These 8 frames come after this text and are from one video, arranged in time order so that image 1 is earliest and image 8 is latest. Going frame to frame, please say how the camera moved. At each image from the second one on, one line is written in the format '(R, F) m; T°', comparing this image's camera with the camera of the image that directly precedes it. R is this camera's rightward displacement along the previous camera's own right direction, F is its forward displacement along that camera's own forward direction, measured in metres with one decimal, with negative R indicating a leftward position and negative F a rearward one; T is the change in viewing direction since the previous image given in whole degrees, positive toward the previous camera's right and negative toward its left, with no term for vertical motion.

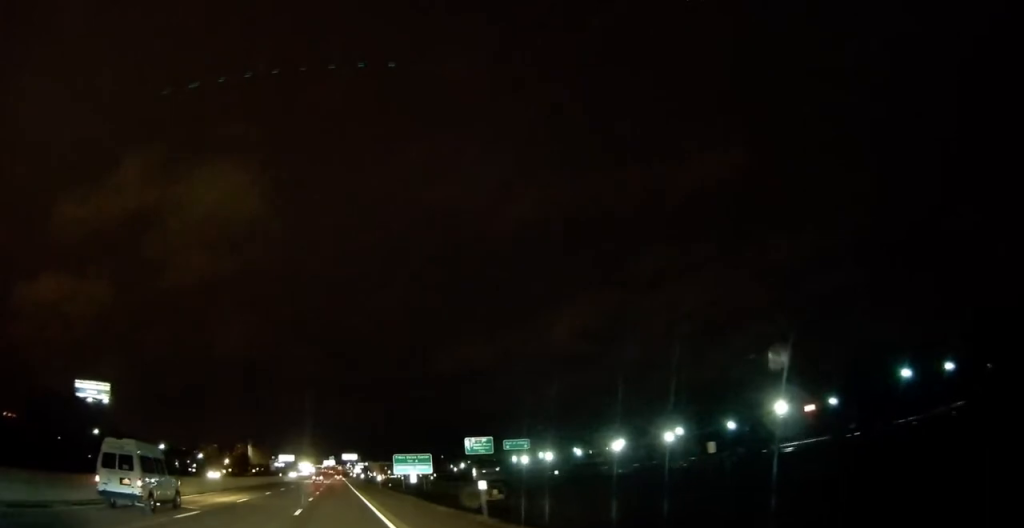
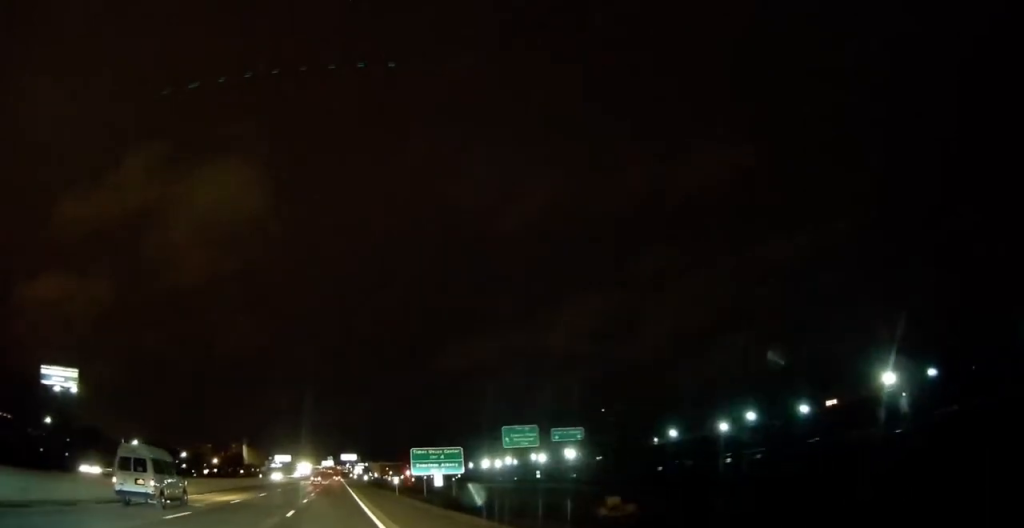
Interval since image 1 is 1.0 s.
(0.0, +25.0) m; 0°
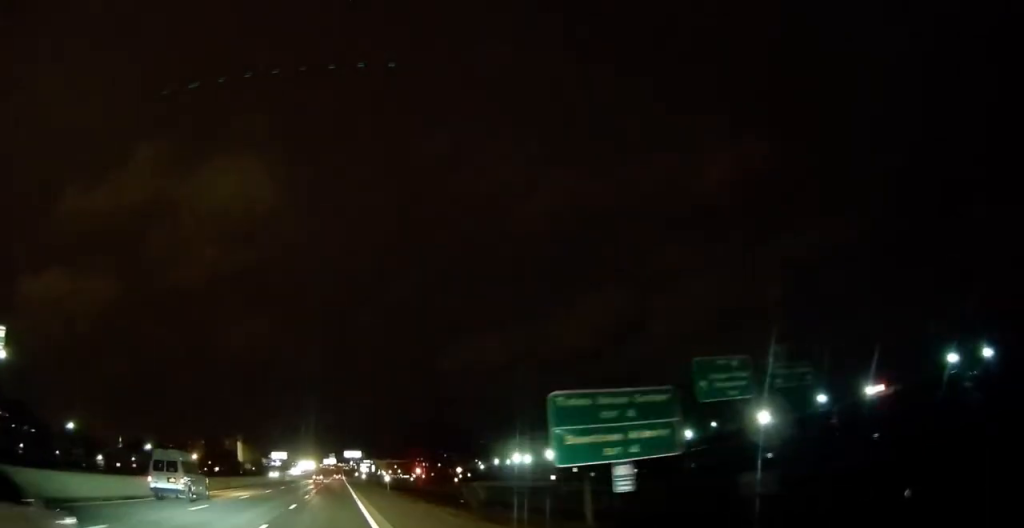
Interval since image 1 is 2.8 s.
(-0.2, +44.7) m; 0°
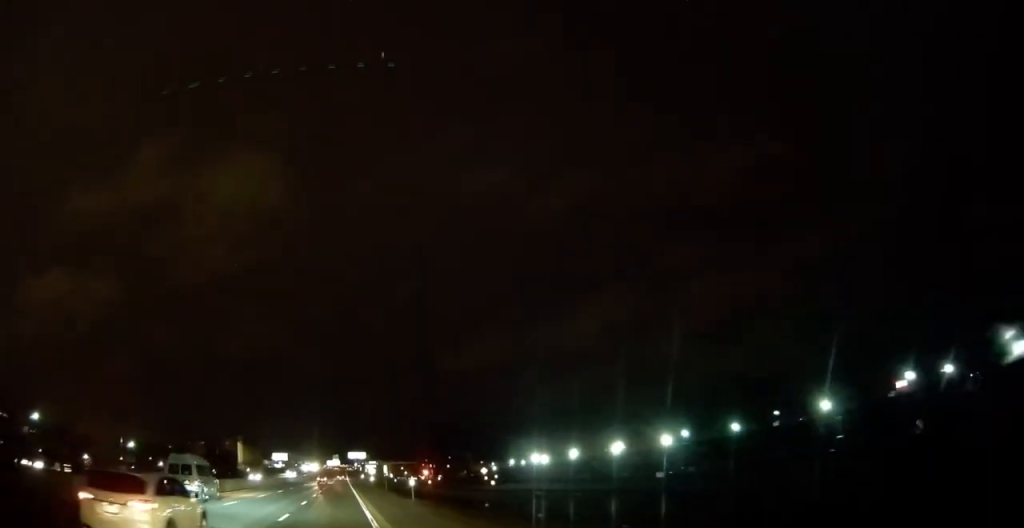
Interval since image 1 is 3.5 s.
(0.0, +17.9) m; 0°
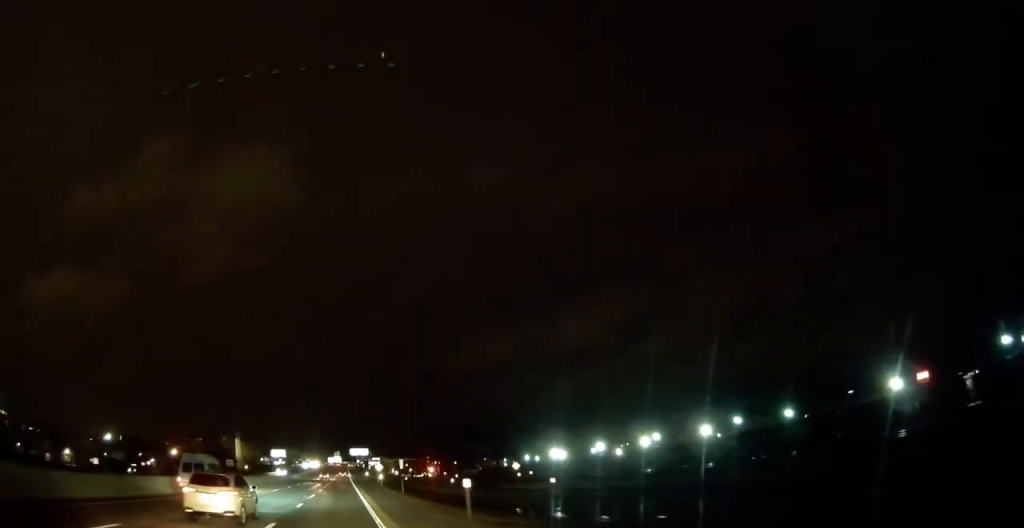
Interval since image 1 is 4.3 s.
(-0.1, +17.8) m; 0°
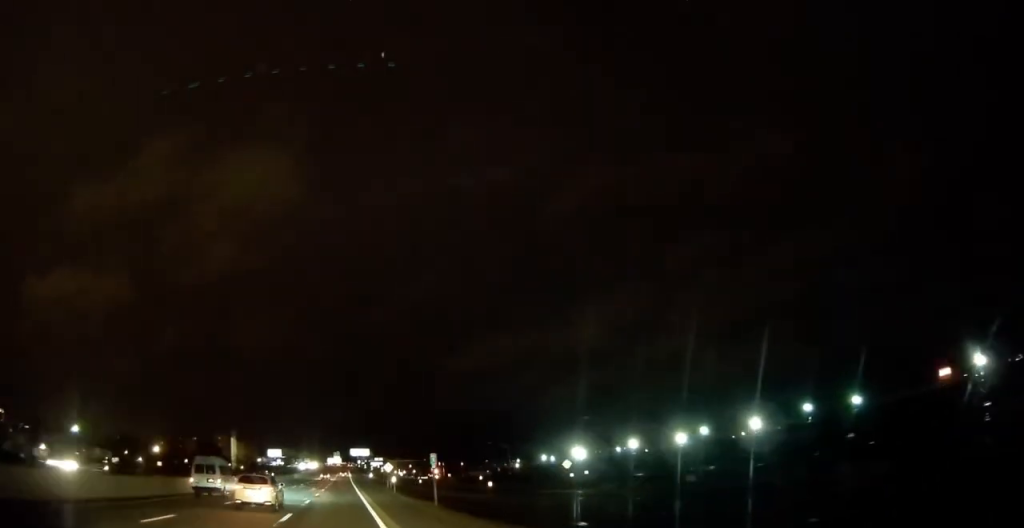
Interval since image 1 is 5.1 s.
(+0.1, +19.3) m; 0°
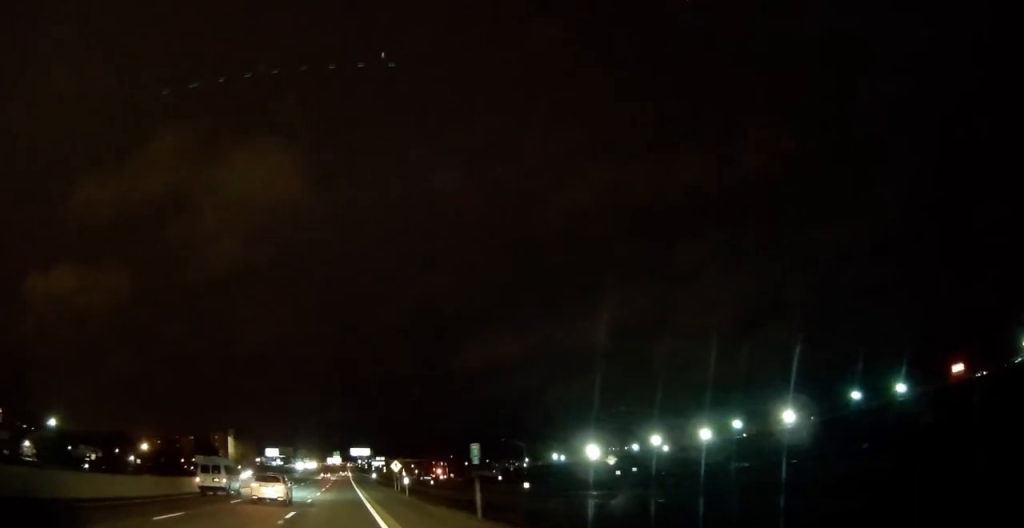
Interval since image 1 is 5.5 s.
(+0.1, +11.3) m; 0°
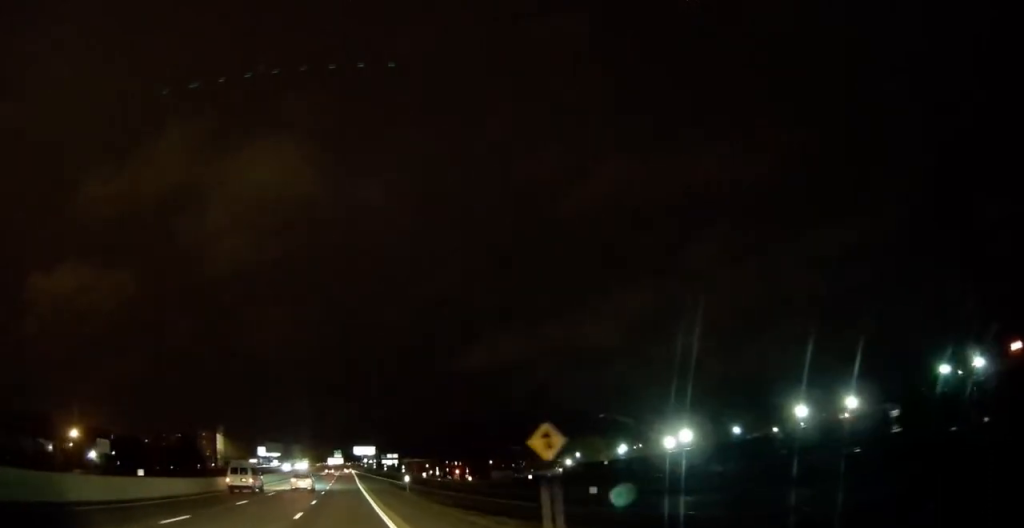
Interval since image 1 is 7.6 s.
(-0.5, +49.7) m; 0°
